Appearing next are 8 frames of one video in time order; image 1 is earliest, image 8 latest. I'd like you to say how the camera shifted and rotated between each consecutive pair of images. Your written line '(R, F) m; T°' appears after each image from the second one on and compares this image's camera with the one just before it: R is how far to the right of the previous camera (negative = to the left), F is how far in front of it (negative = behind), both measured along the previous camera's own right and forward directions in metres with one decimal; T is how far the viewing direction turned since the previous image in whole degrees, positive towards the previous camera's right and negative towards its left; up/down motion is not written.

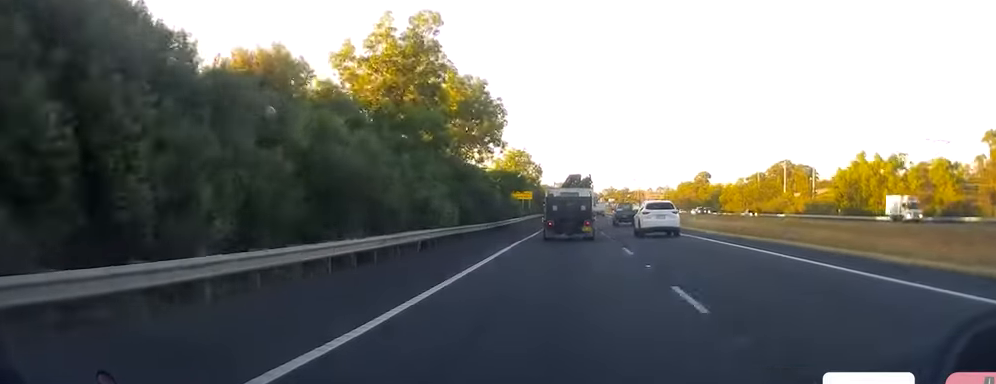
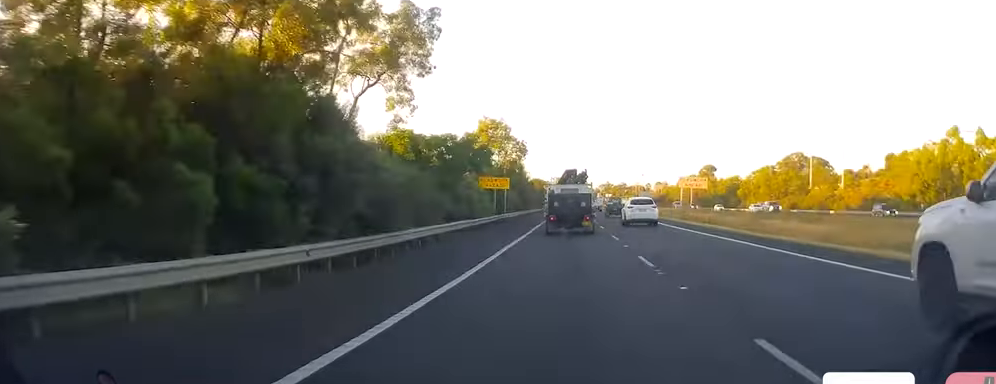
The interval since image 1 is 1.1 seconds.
(+0.1, +29.0) m; 0°
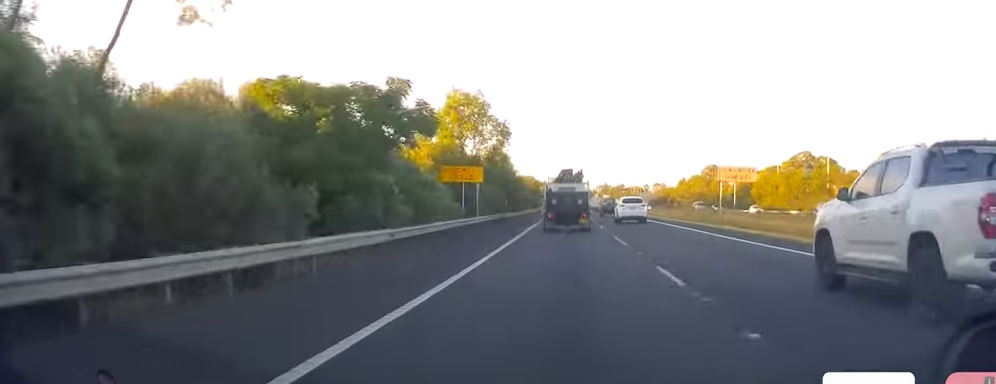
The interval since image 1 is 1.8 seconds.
(-0.2, +16.3) m; +1°
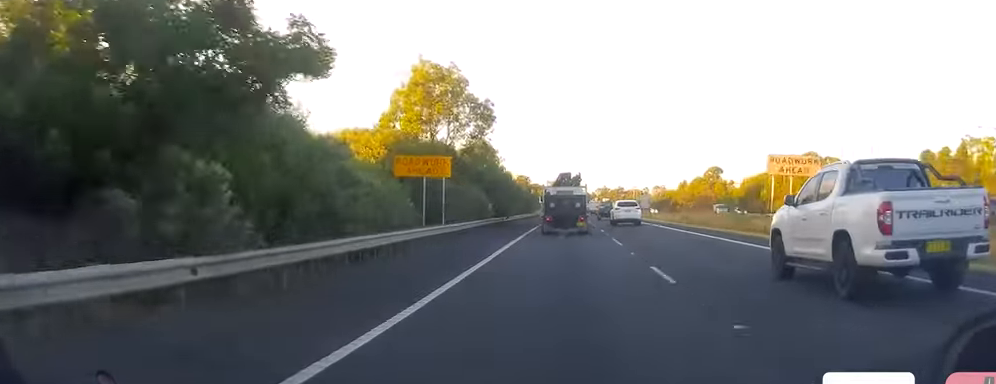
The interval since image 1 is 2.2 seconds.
(+0.3, +11.1) m; 0°
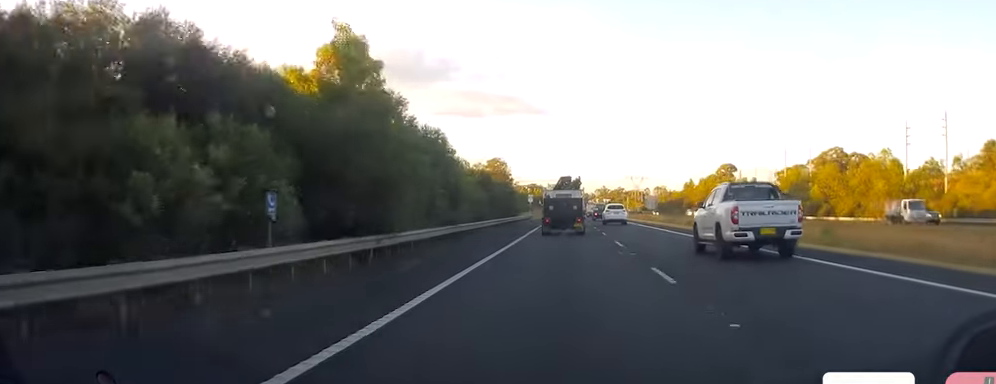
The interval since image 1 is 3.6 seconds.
(-0.4, +35.9) m; 0°
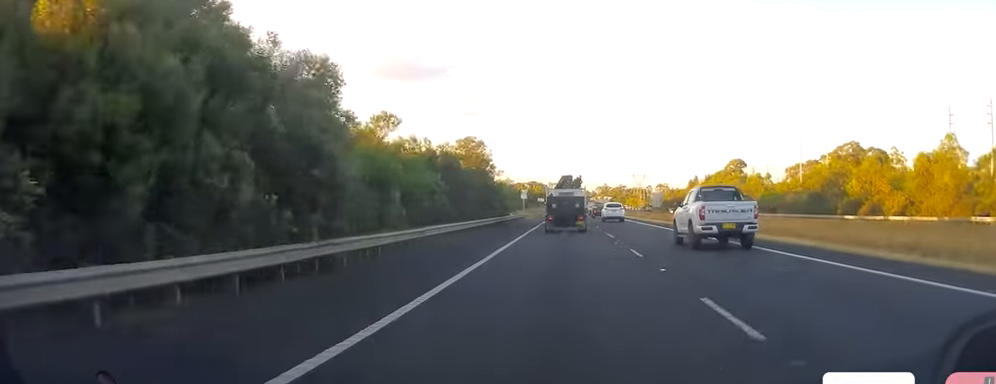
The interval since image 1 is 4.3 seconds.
(+0.4, +17.8) m; 0°
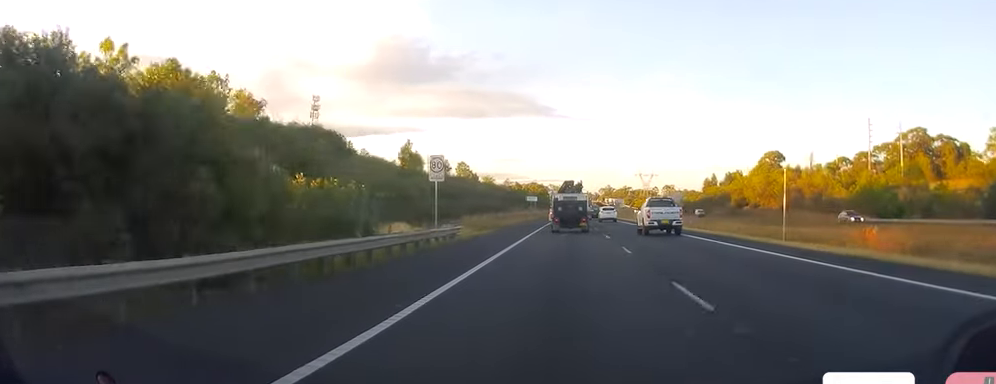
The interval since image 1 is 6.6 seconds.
(-0.2, +58.9) m; 0°
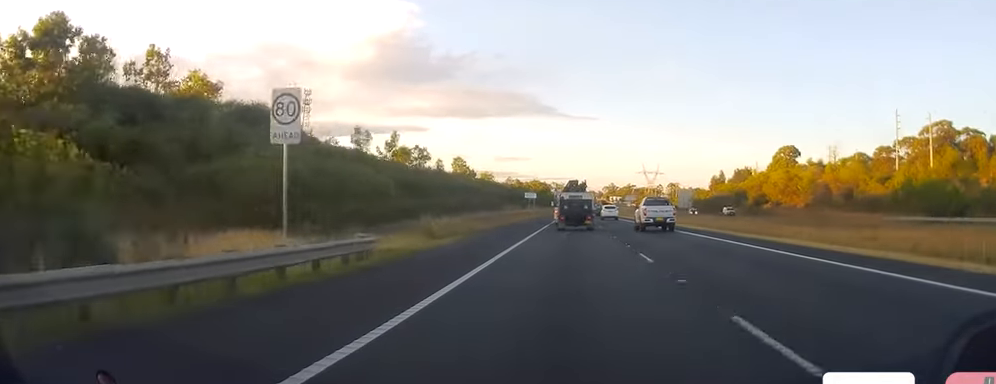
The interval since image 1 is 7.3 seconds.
(-0.1, +15.9) m; +1°
